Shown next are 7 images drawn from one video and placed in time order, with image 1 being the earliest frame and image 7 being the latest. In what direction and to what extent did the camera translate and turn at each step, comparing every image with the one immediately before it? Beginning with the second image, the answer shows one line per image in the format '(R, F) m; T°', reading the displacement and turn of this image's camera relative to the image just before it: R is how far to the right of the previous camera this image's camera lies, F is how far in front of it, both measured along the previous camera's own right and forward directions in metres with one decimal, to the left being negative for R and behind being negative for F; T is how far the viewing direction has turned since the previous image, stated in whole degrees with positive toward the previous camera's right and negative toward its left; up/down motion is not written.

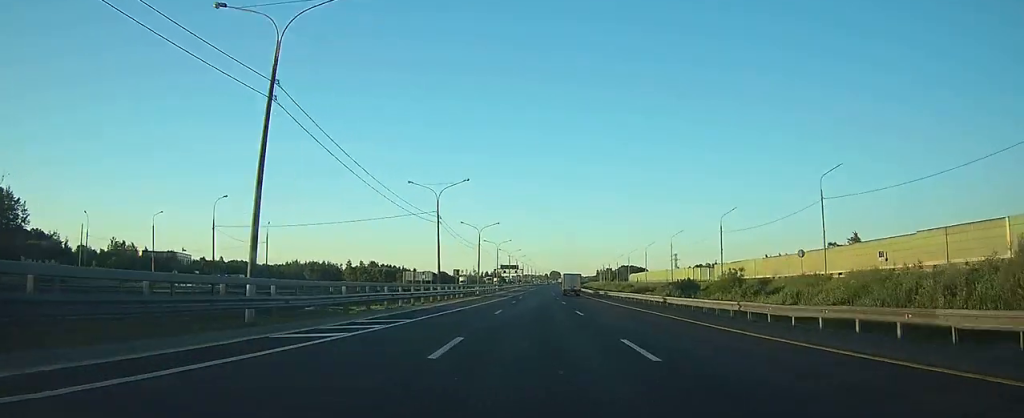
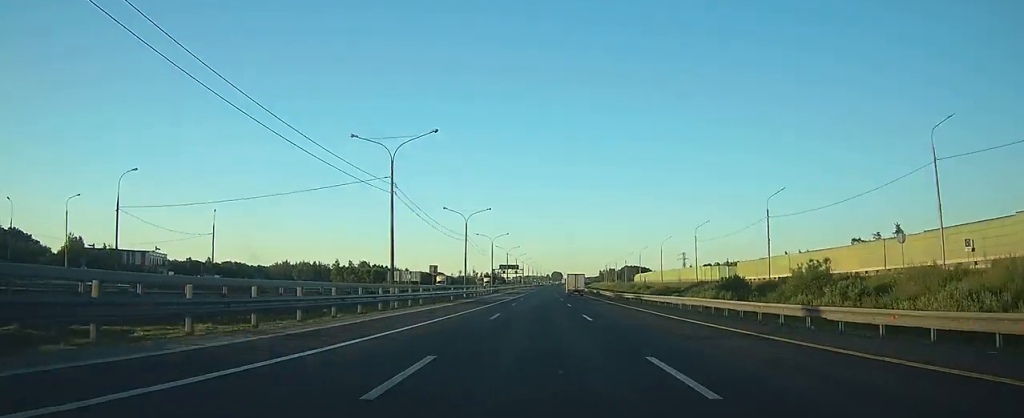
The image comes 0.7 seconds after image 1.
(0.0, +19.5) m; 0°
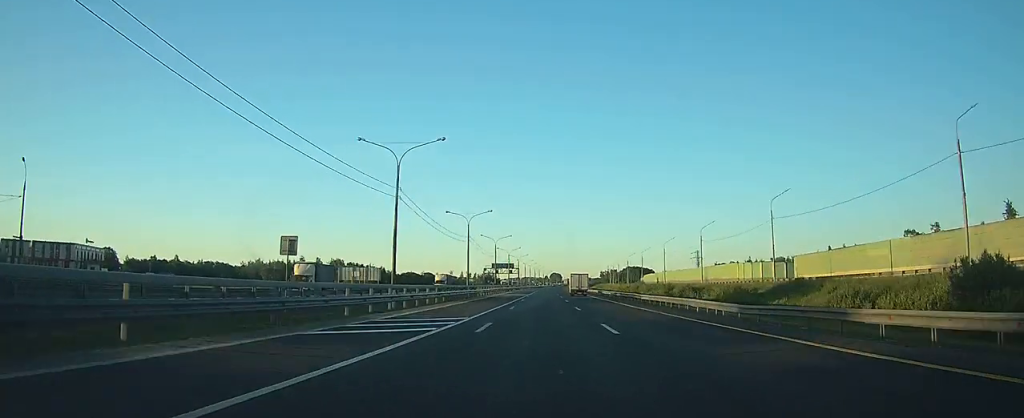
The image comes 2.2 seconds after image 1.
(0.0, +38.4) m; +1°
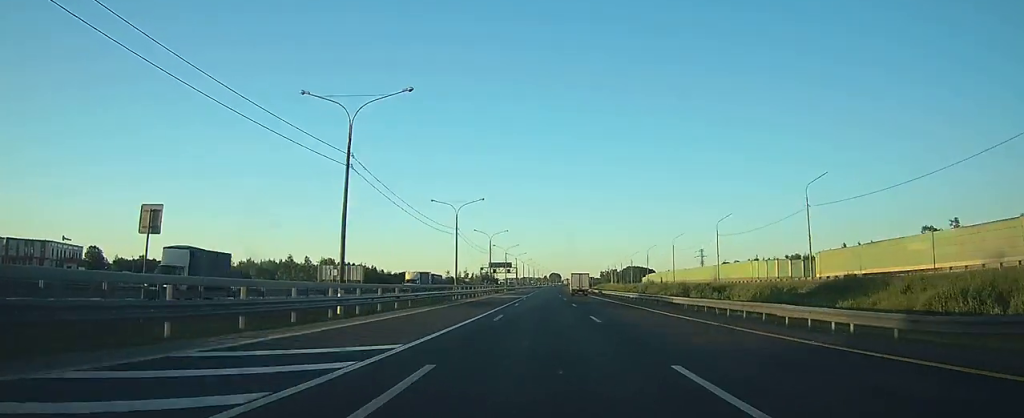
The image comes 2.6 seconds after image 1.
(0.0, +10.8) m; 0°
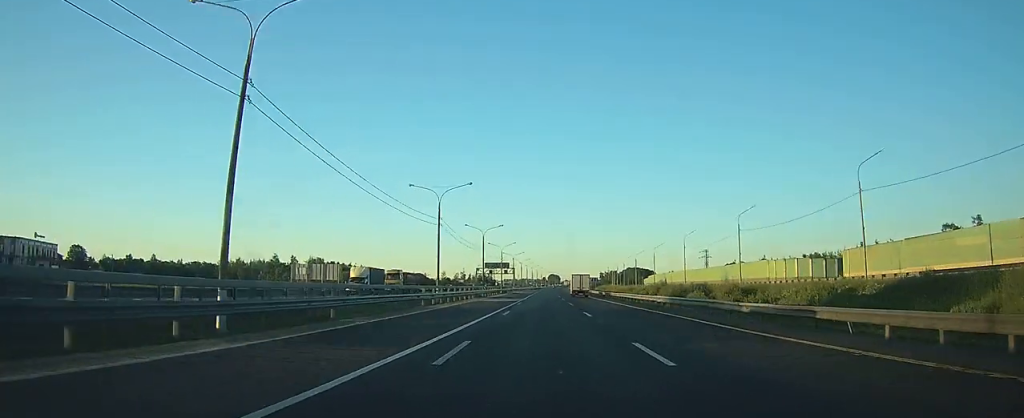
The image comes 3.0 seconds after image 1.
(+0.1, +11.8) m; 0°
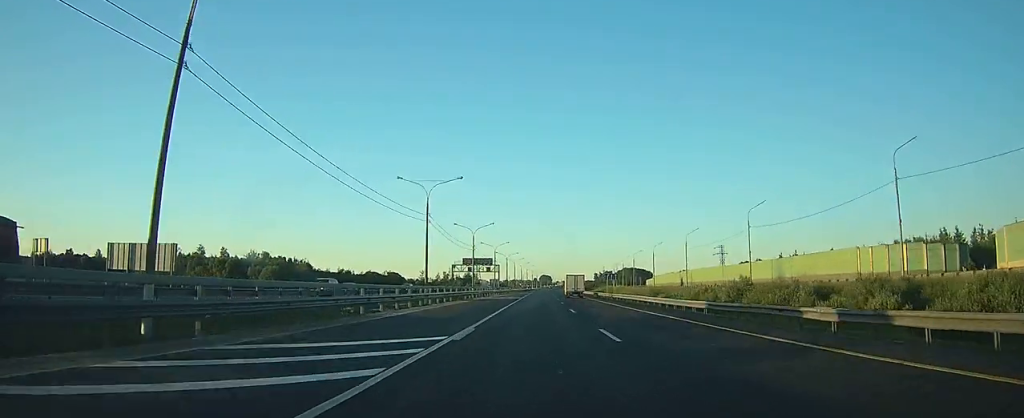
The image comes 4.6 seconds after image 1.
(+0.2, +43.8) m; 0°
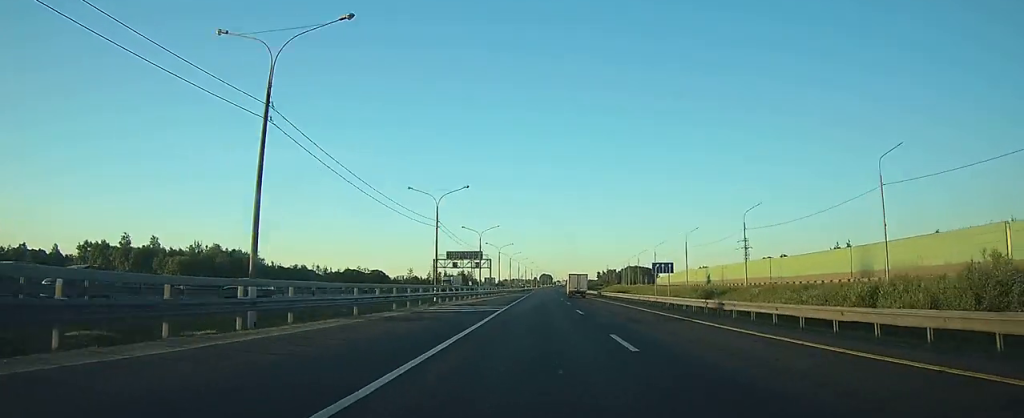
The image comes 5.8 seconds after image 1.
(+0.1, +34.3) m; 0°
